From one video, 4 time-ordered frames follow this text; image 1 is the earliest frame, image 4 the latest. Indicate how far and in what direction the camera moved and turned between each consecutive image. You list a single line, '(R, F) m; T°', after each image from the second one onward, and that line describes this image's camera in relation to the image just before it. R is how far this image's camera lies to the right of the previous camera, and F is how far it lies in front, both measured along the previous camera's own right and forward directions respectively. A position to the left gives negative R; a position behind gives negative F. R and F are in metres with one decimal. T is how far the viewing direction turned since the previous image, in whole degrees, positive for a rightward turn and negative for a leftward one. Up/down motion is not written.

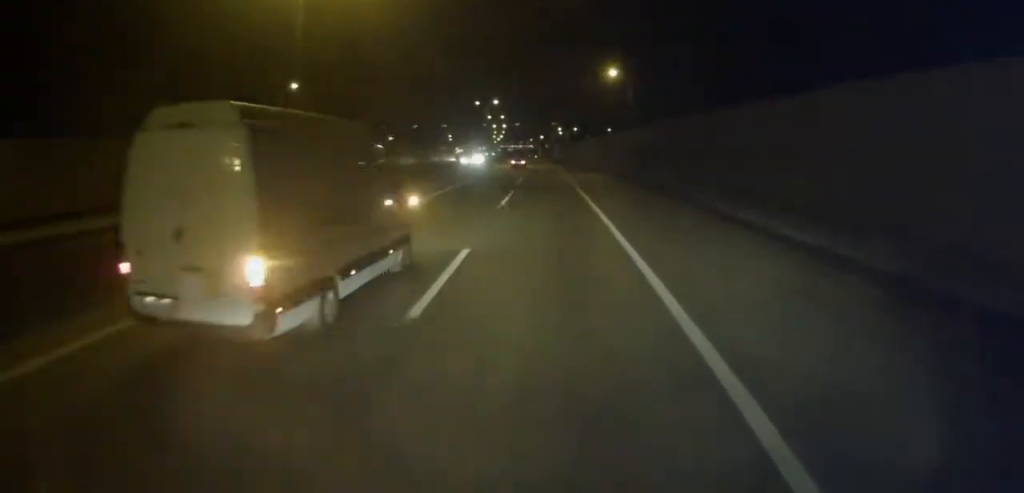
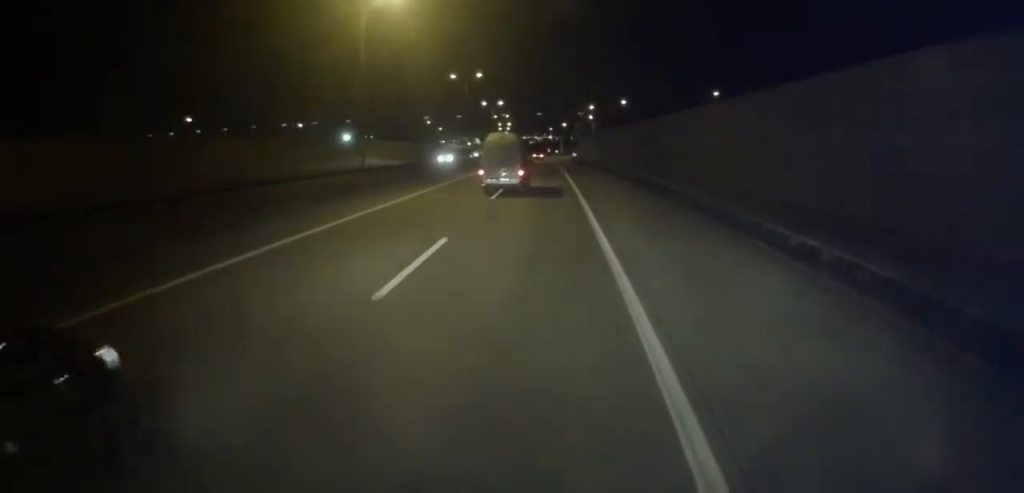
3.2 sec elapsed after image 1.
(-0.4, +70.7) m; -1°
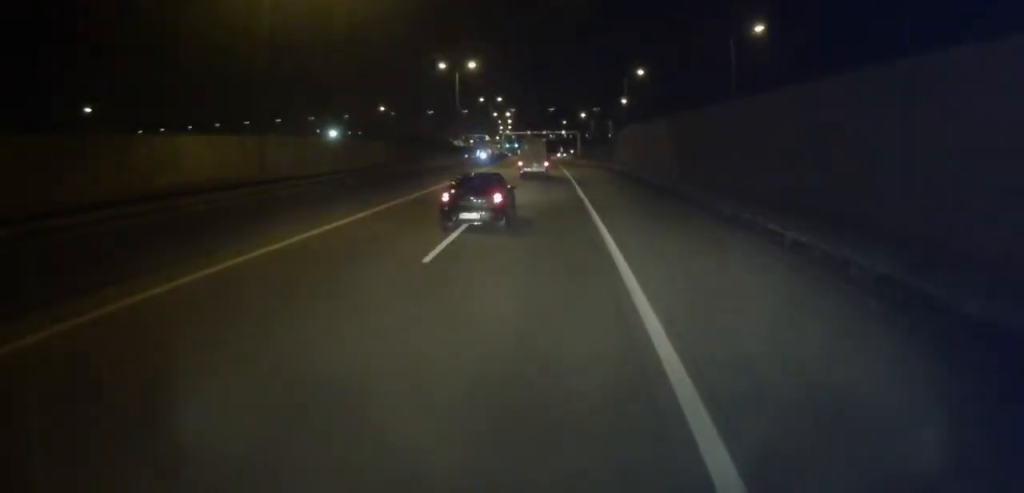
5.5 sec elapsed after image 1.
(0.0, +50.3) m; -1°
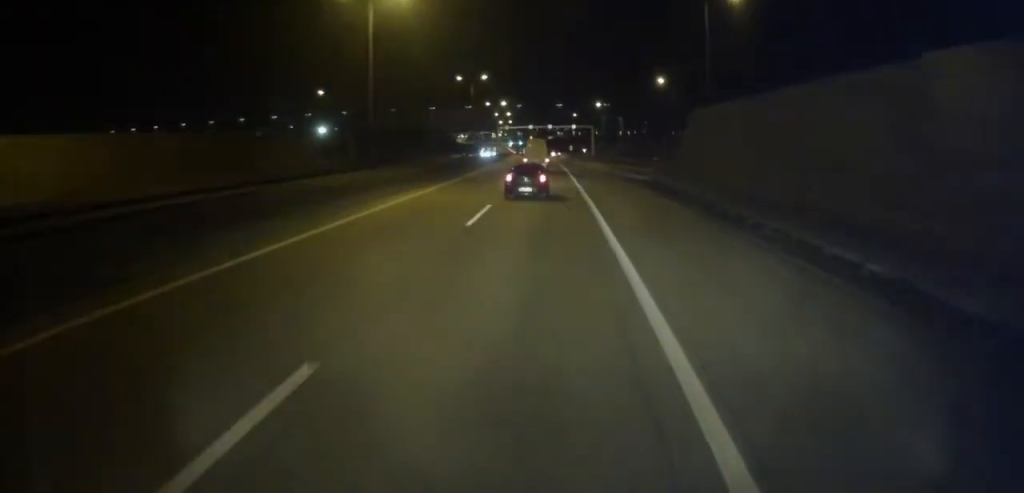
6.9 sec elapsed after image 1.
(-0.6, +29.3) m; -2°
